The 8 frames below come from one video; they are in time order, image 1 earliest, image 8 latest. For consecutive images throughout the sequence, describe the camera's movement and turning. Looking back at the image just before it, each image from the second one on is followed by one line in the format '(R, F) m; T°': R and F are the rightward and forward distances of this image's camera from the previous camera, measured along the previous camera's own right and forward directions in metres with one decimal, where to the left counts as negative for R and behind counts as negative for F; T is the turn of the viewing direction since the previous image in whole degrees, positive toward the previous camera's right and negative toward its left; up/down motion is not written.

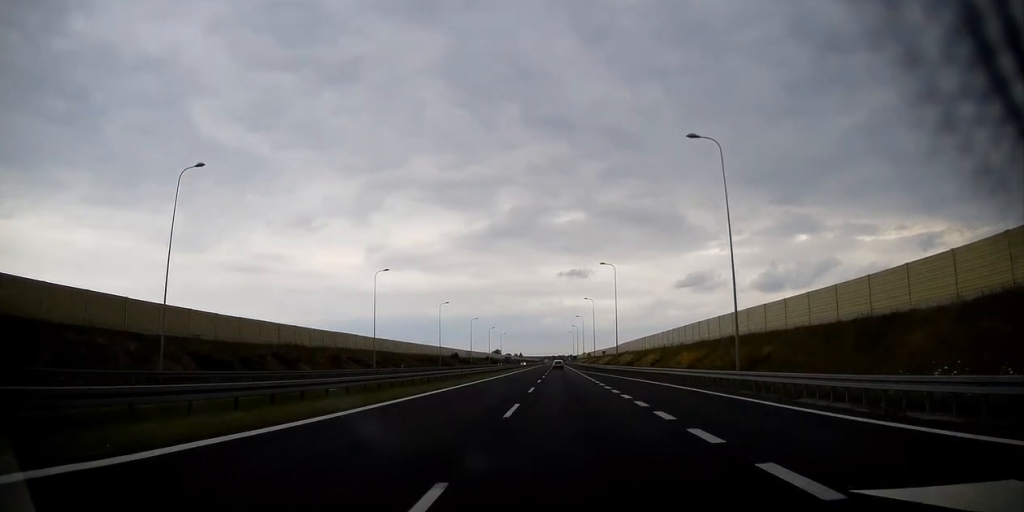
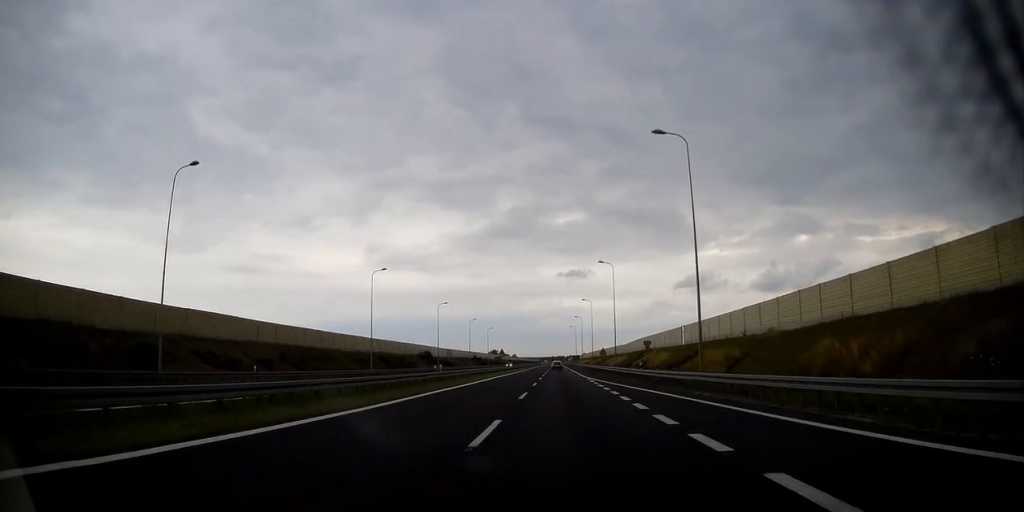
(0.0, +40.6) m; 0°
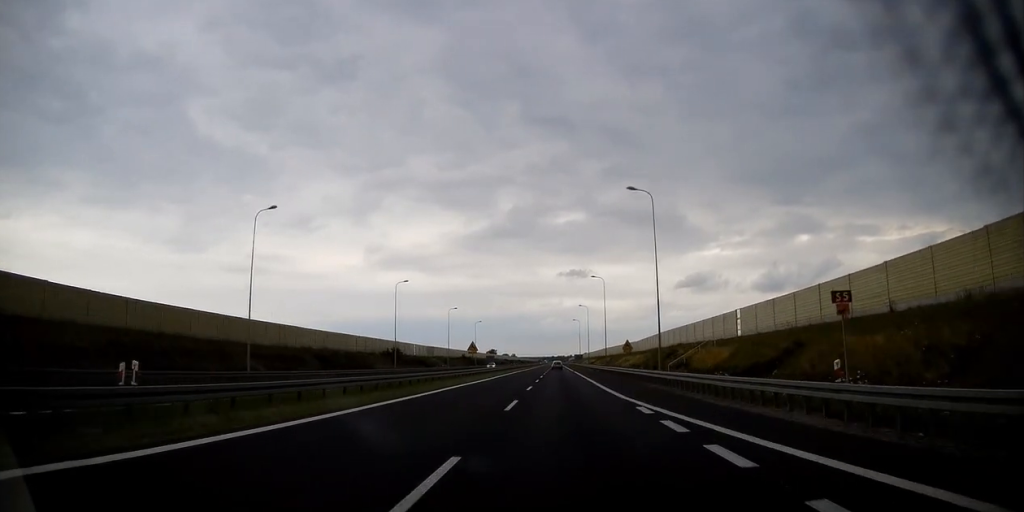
(+0.1, +29.3) m; 0°
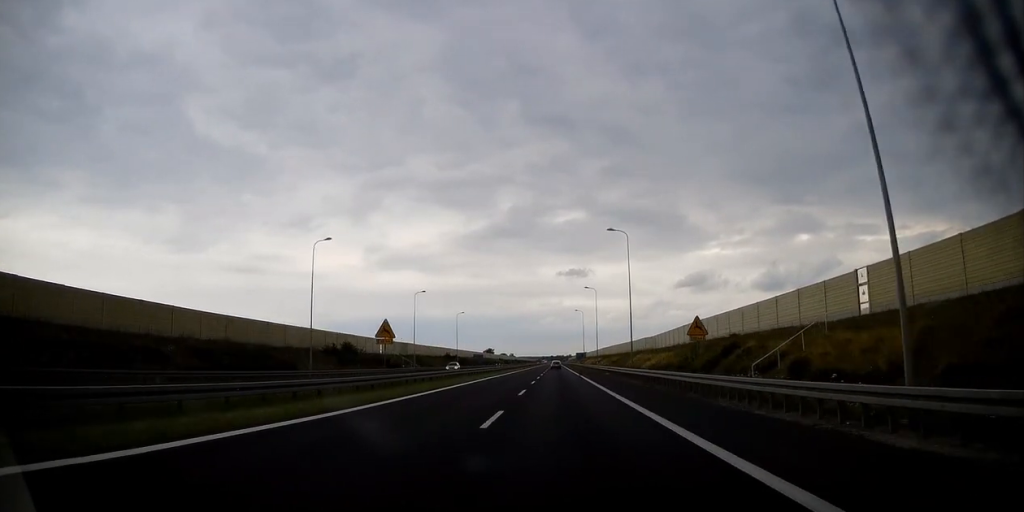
(0.0, +28.1) m; 0°
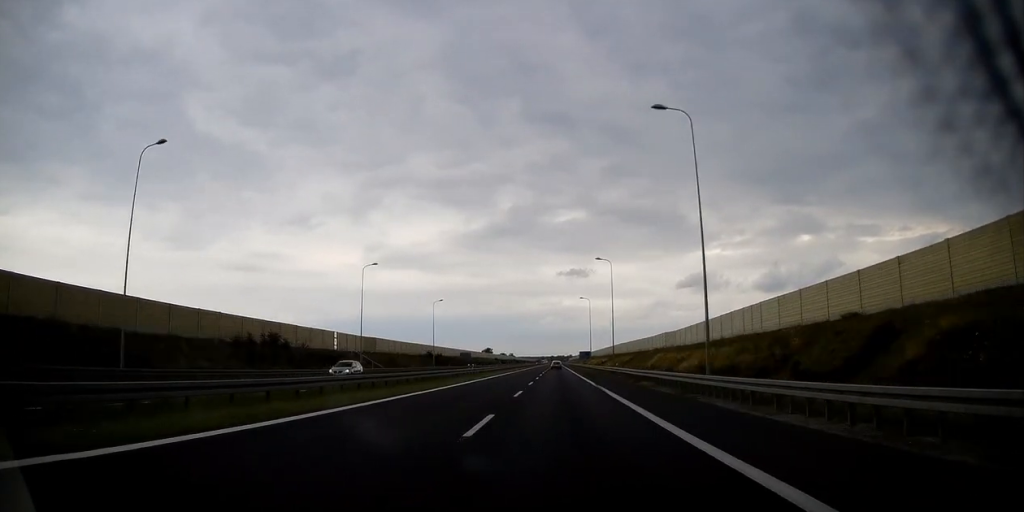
(0.0, +25.5) m; 0°
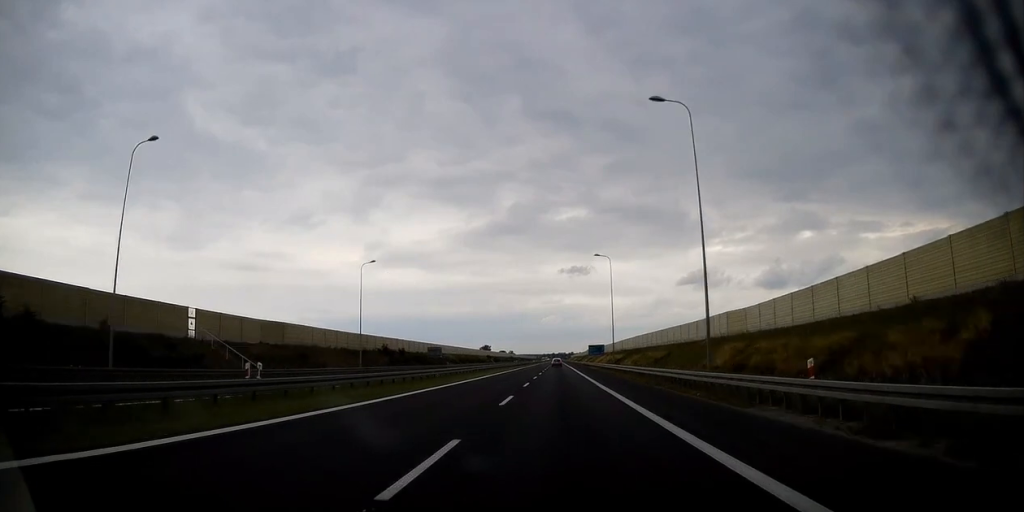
(0.0, +40.7) m; 0°
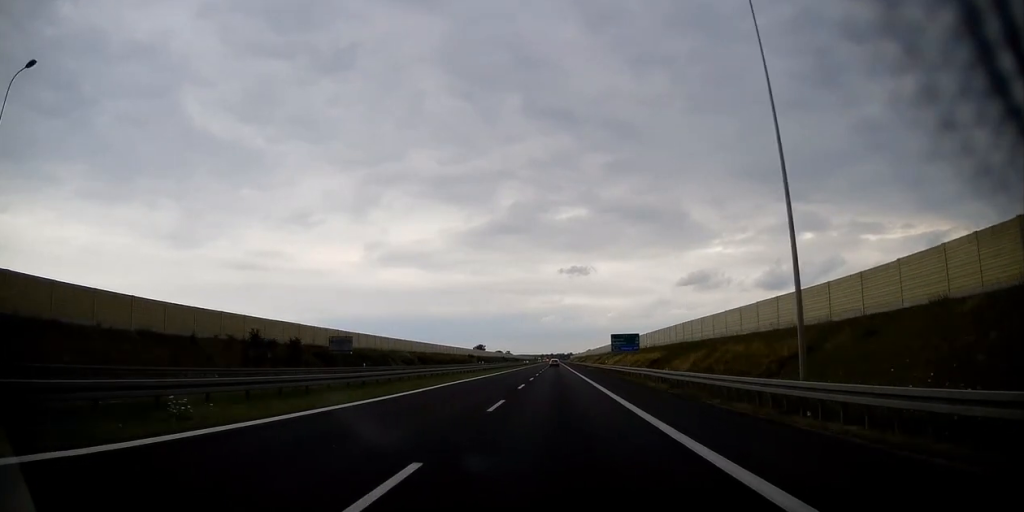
(-0.2, +50.5) m; 0°
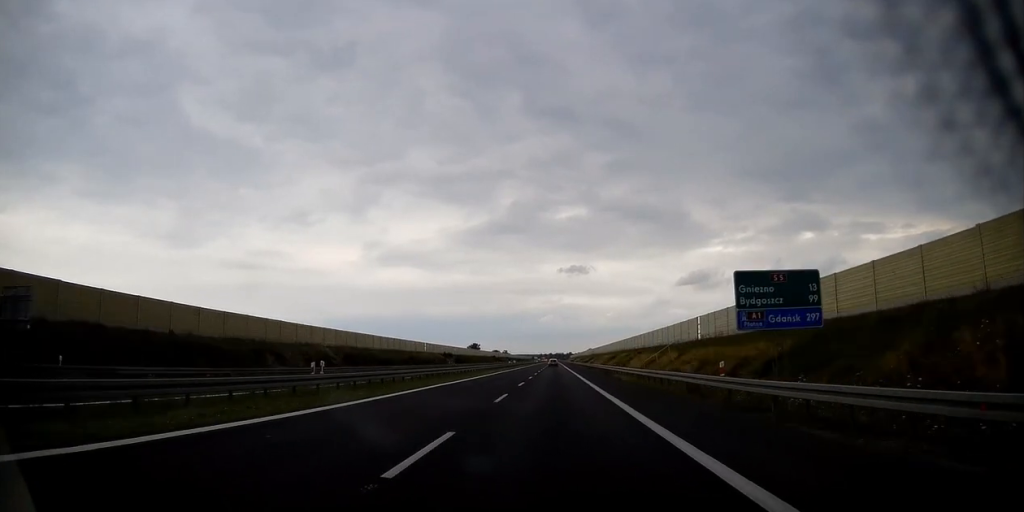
(+0.2, +45.0) m; 0°
